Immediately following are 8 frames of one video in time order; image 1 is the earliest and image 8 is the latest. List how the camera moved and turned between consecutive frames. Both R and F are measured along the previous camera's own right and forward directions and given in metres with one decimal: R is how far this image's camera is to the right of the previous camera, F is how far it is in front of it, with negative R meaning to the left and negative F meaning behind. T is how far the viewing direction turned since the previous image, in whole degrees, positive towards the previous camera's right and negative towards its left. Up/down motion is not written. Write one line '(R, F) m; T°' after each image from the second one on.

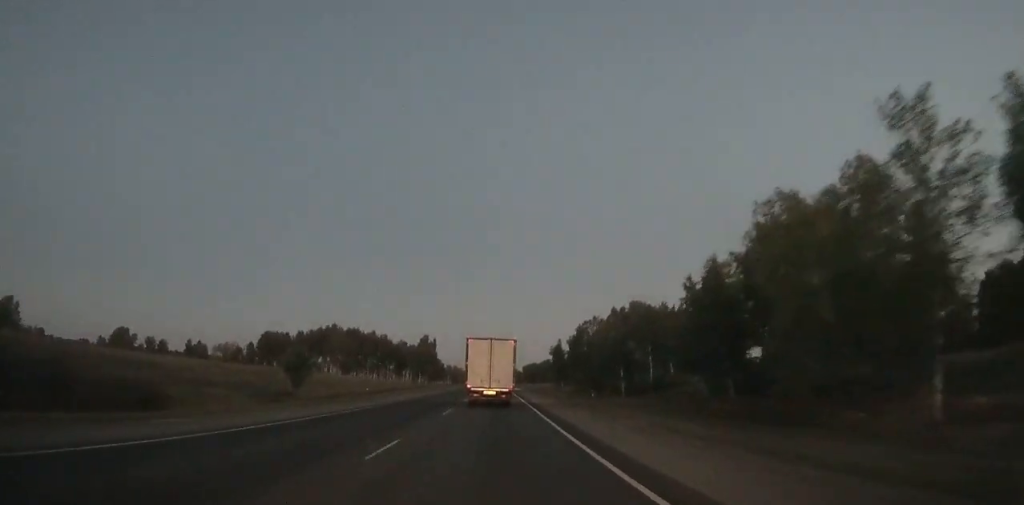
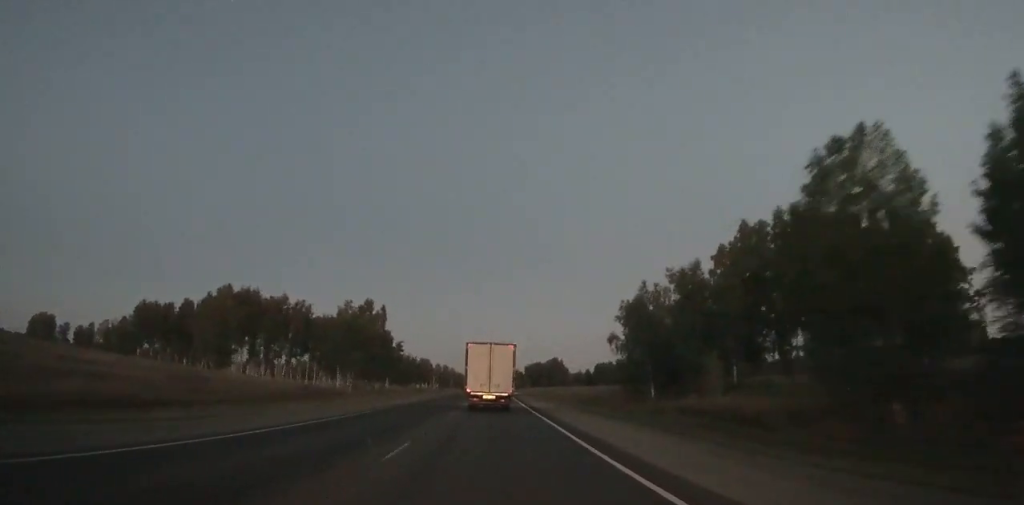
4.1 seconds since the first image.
(+0.2, +84.0) m; 0°
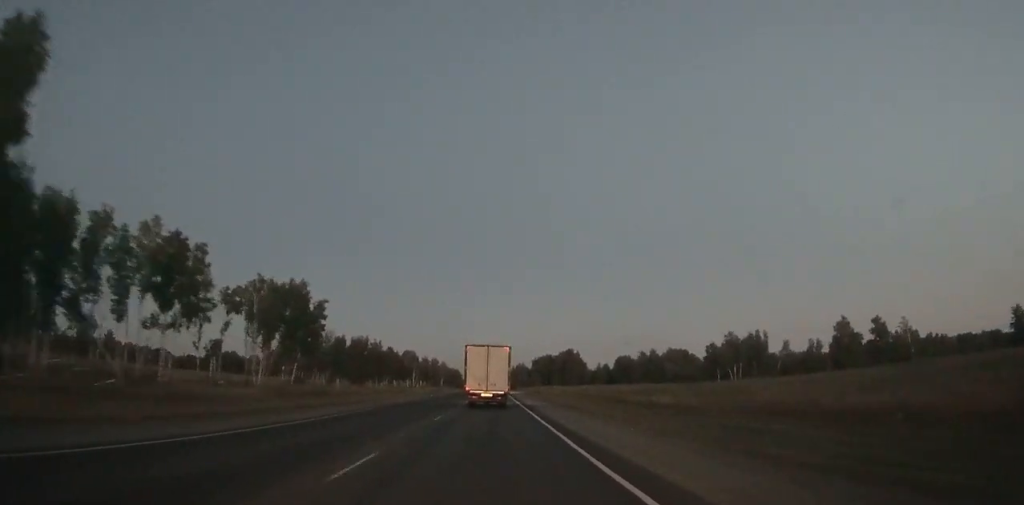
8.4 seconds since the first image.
(+0.1, +87.2) m; 0°
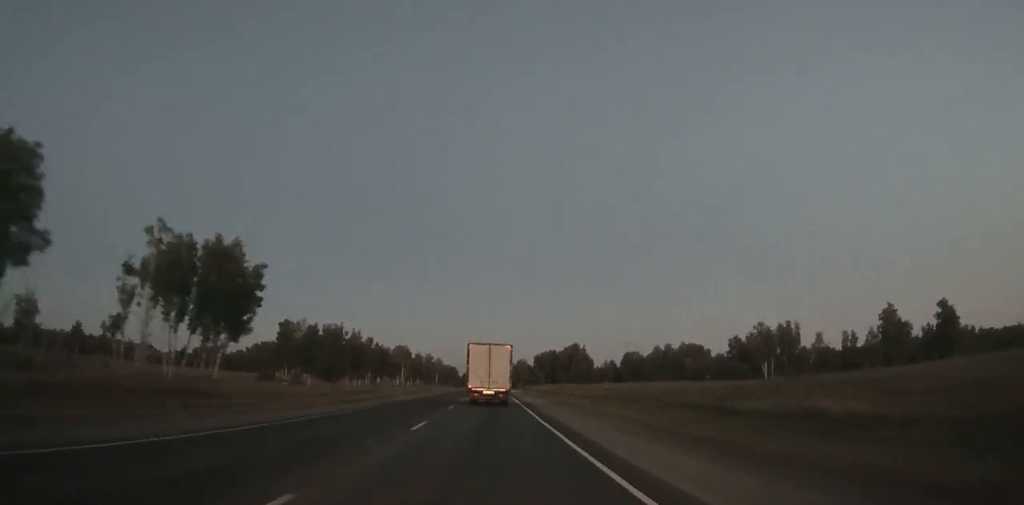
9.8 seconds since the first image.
(0.0, +28.3) m; 0°
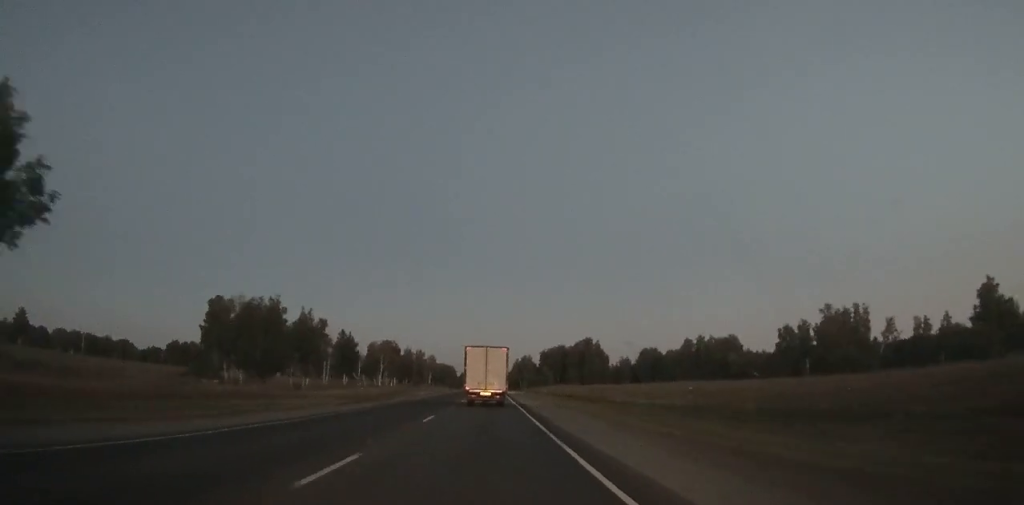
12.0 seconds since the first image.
(0.0, +44.5) m; 0°
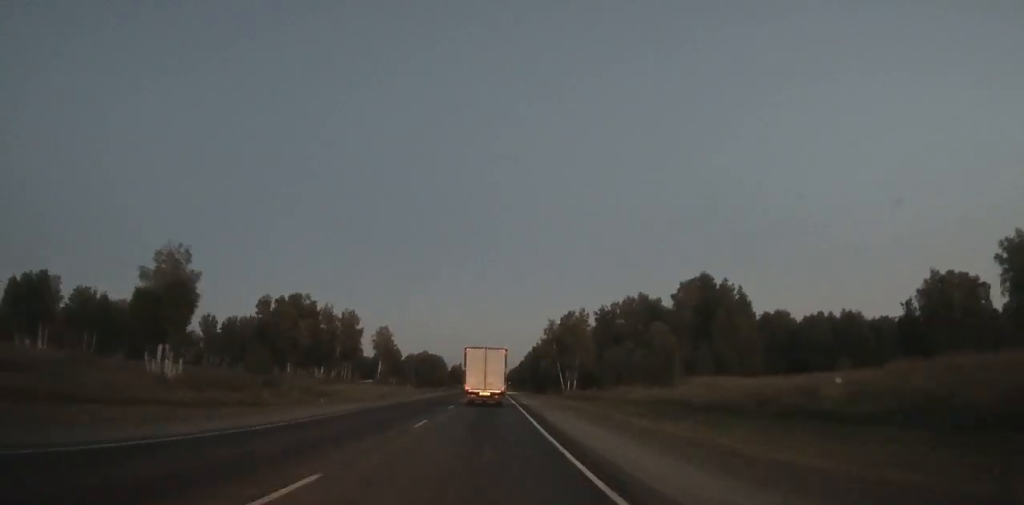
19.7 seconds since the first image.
(-0.3, +158.2) m; 0°
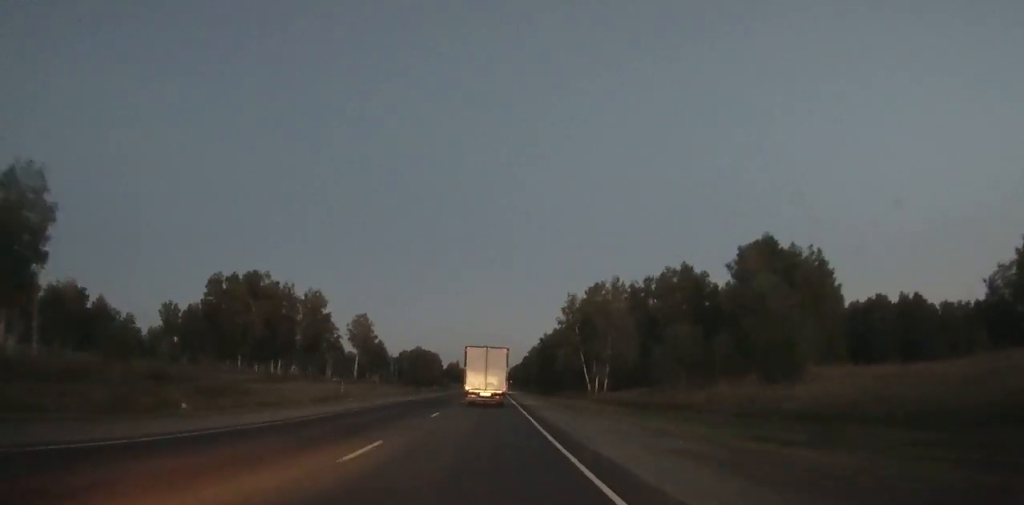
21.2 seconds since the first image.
(-0.1, +32.0) m; 0°
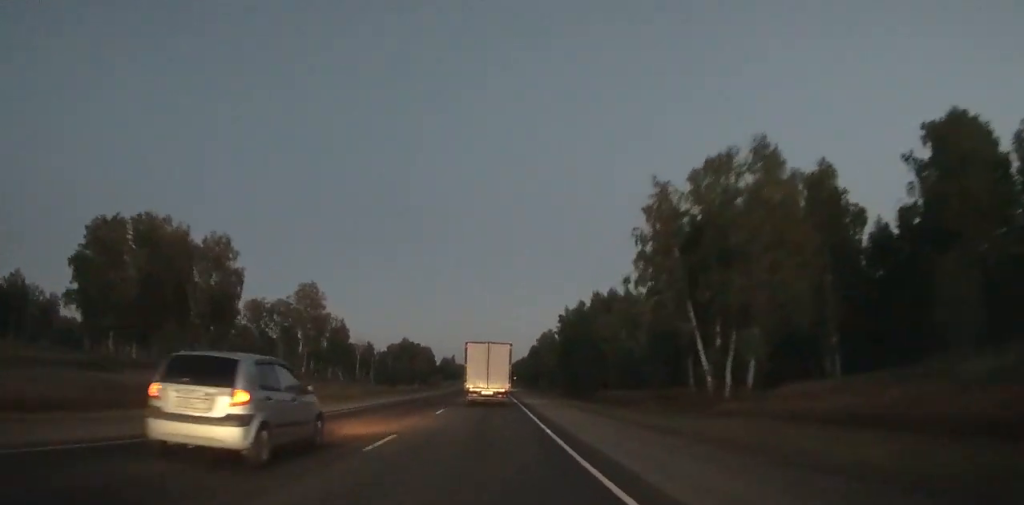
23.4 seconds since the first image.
(0.0, +47.2) m; 0°
